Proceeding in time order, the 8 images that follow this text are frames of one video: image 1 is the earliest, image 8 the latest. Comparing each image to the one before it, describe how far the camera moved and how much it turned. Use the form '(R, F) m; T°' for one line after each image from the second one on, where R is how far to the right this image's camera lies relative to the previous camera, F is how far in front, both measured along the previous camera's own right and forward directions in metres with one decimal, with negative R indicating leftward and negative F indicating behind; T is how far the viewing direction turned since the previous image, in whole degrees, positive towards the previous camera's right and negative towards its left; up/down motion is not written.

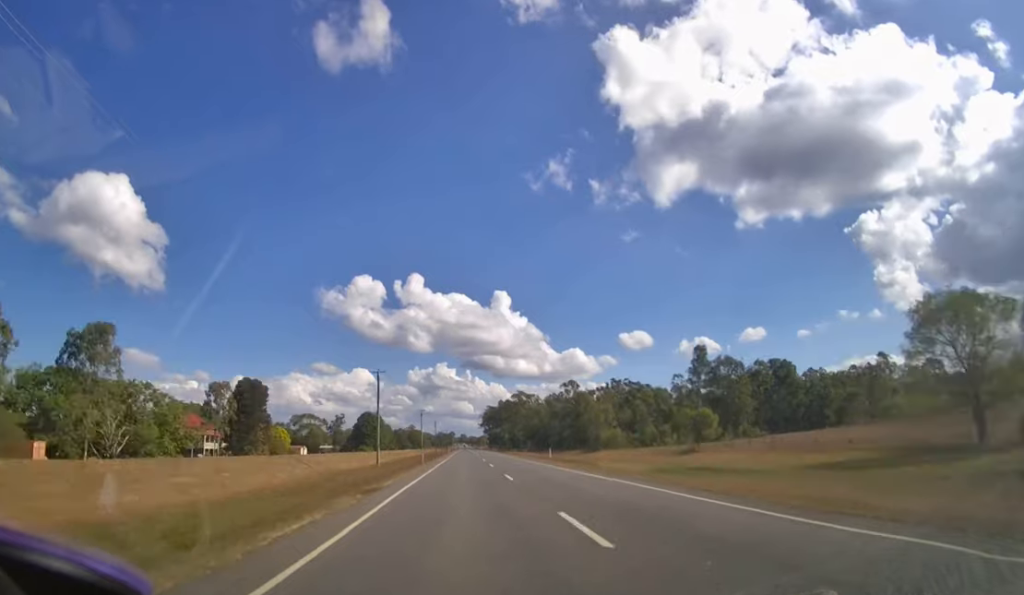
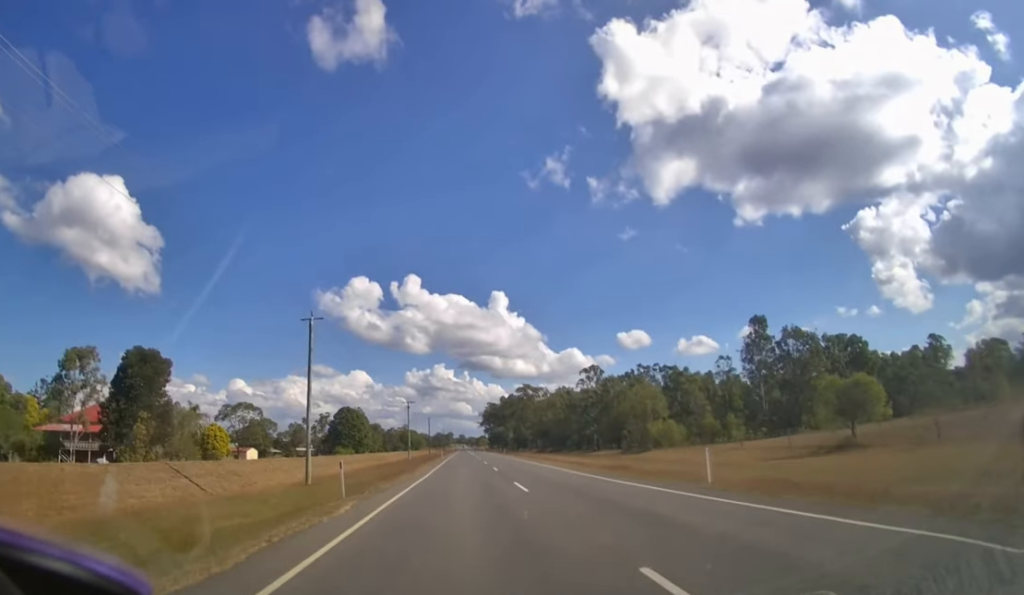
(+0.1, +28.5) m; 0°
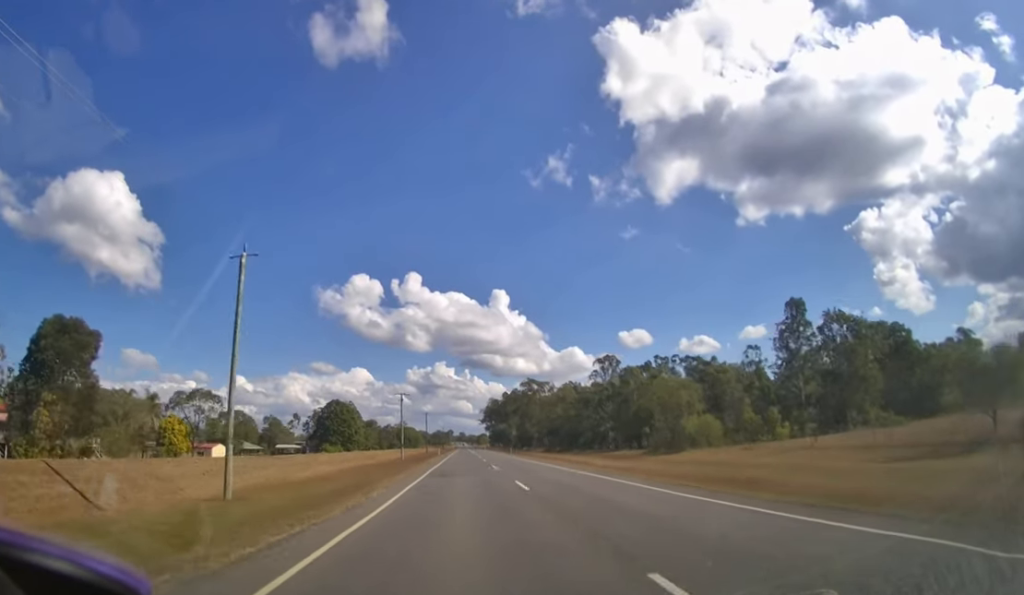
(0.0, +12.5) m; 0°
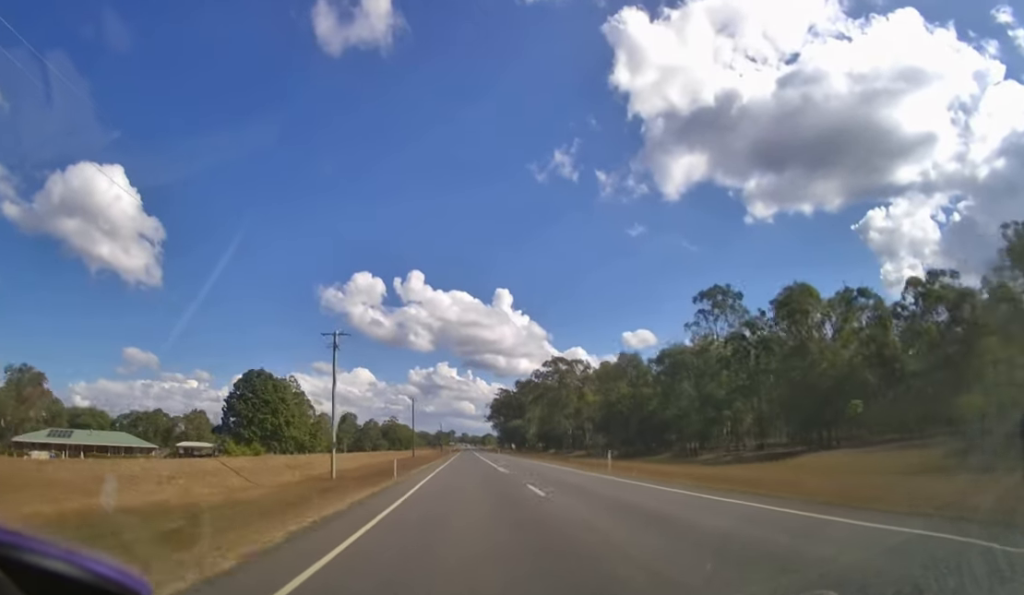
(-0.1, +44.2) m; 0°
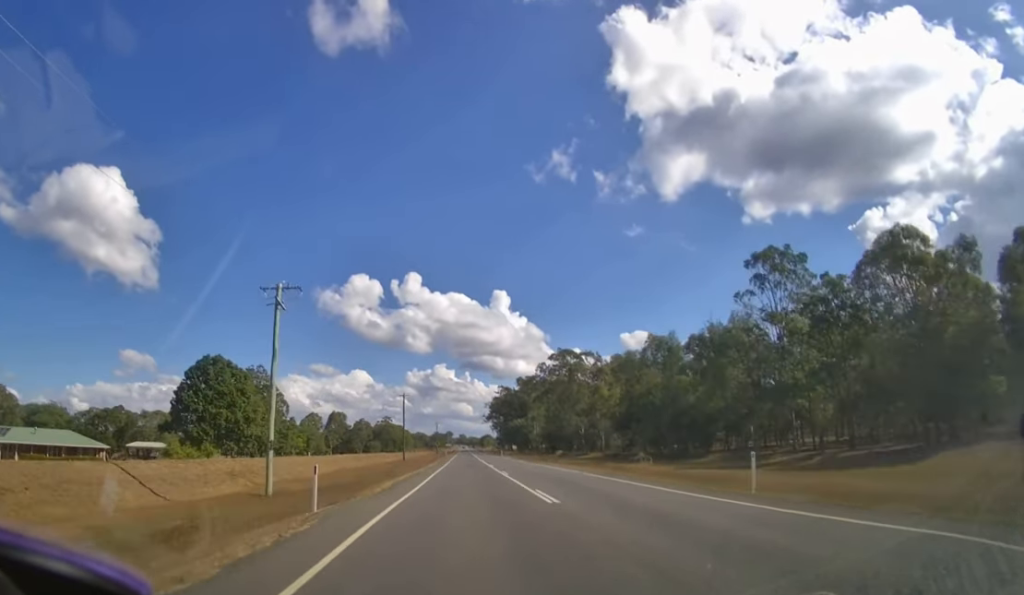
(0.0, +11.5) m; 0°
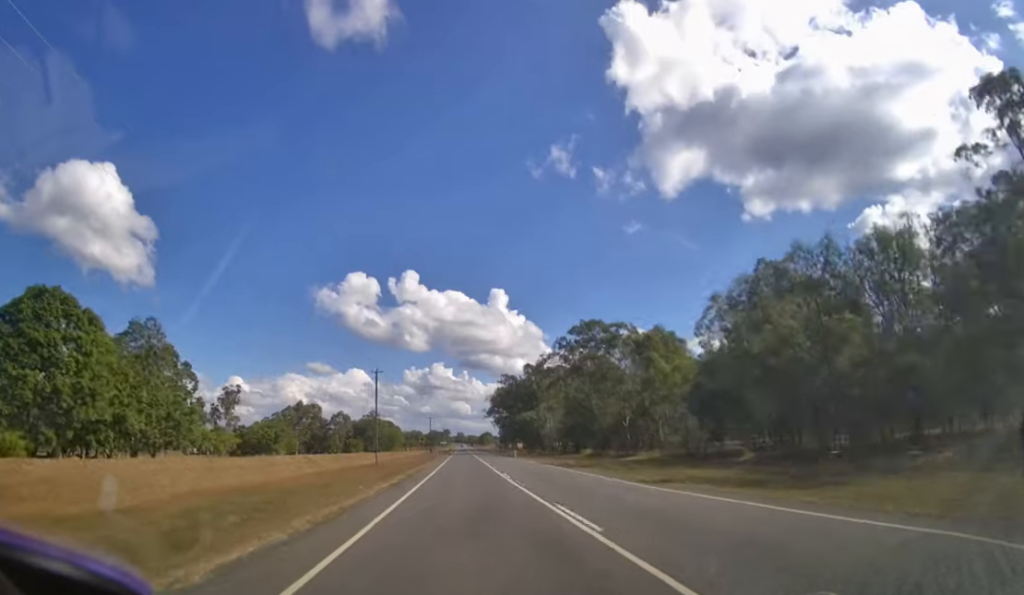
(0.0, +23.4) m; 0°
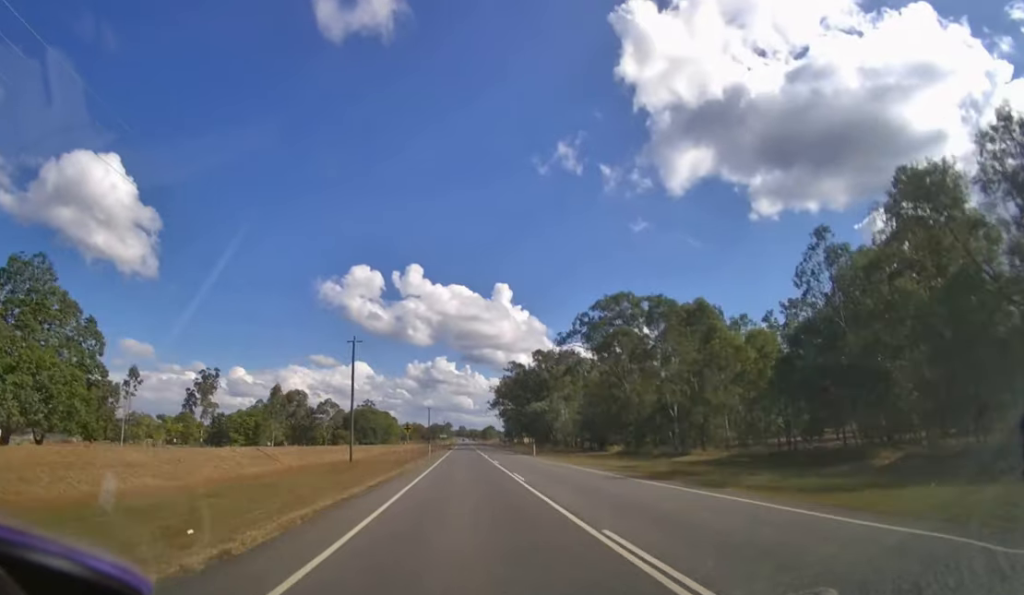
(0.0, +15.3) m; 0°
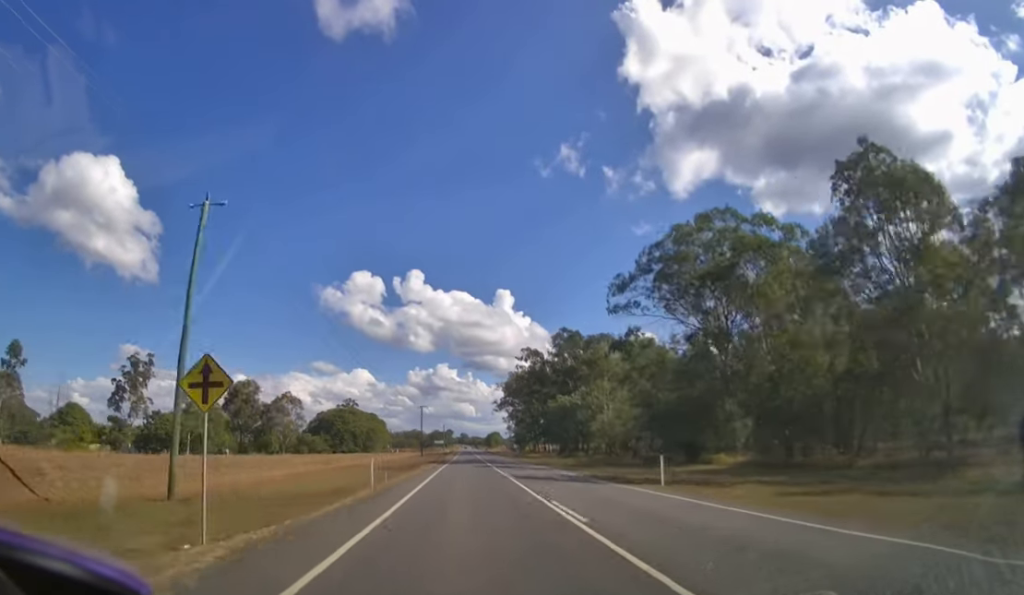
(0.0, +30.3) m; 0°
